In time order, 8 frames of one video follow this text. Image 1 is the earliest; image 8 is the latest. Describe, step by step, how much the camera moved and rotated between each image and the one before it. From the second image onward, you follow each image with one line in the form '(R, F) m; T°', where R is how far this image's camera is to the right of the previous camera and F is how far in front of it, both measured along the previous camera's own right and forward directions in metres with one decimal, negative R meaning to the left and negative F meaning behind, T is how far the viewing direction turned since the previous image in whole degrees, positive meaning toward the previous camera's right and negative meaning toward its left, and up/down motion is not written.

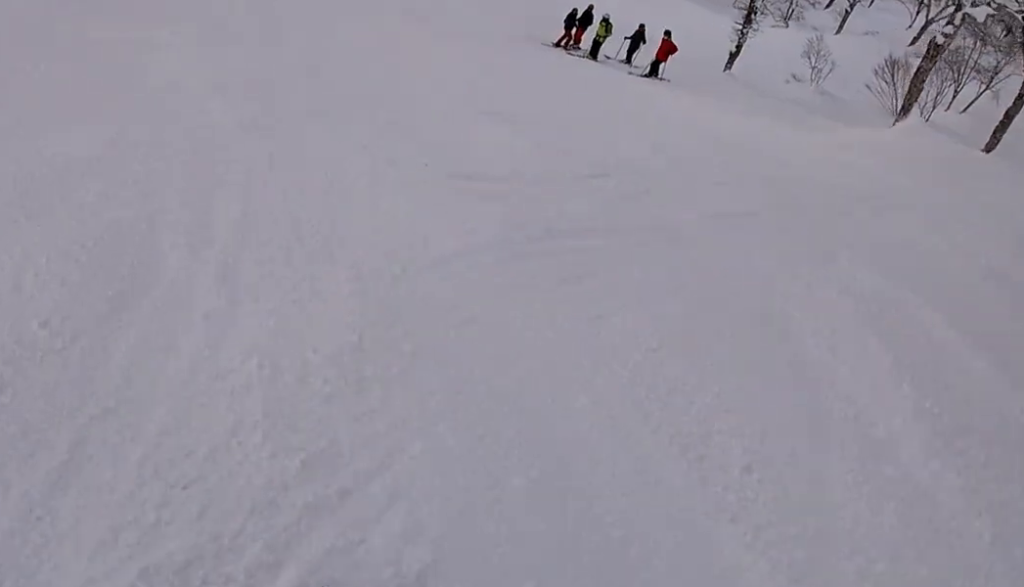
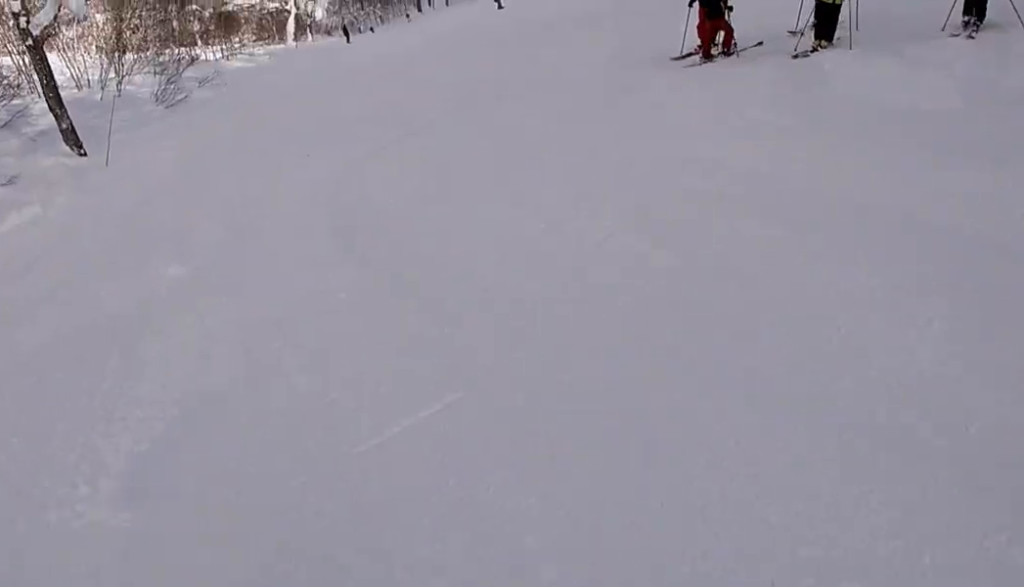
(-3.6, +12.8) m; -16°
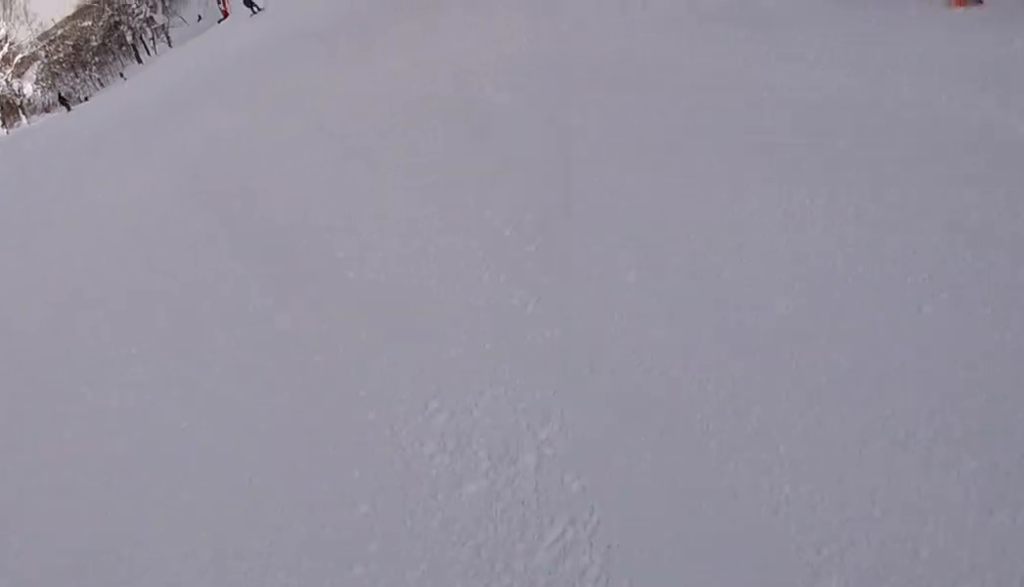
(+0.6, +9.3) m; +19°
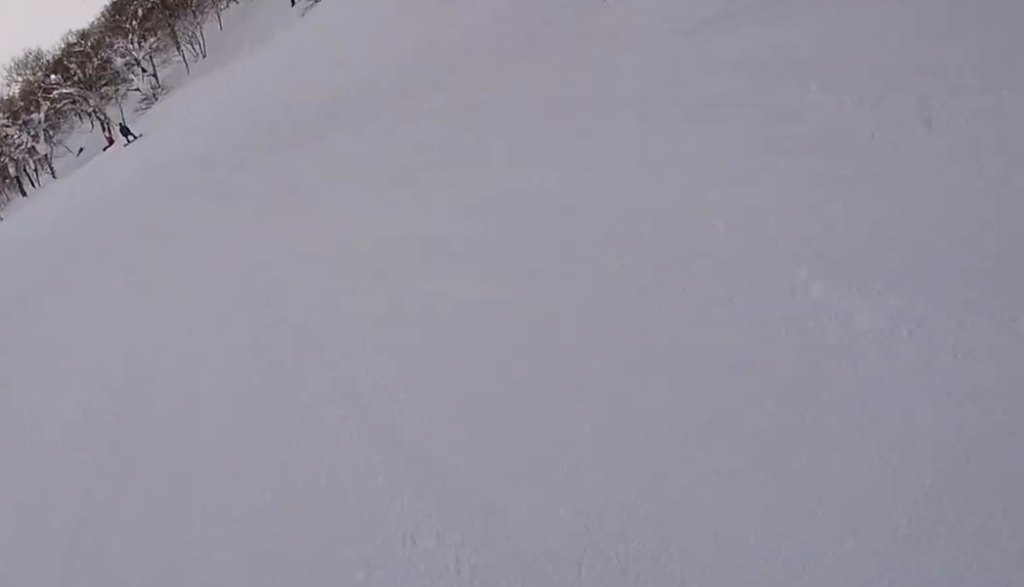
(+1.1, +4.4) m; +9°
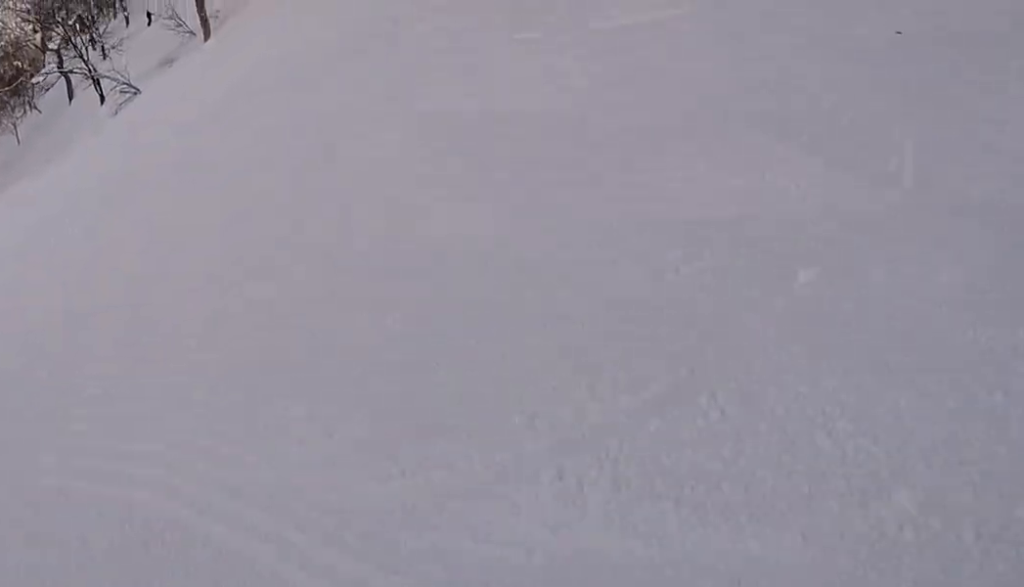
(+2.2, +13.5) m; +25°
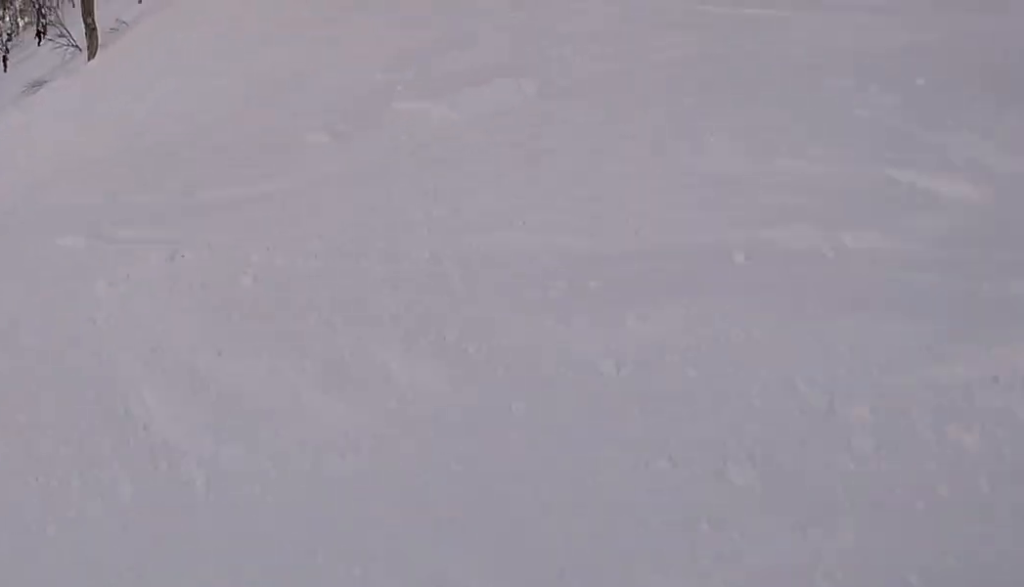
(+2.6, +9.5) m; +15°
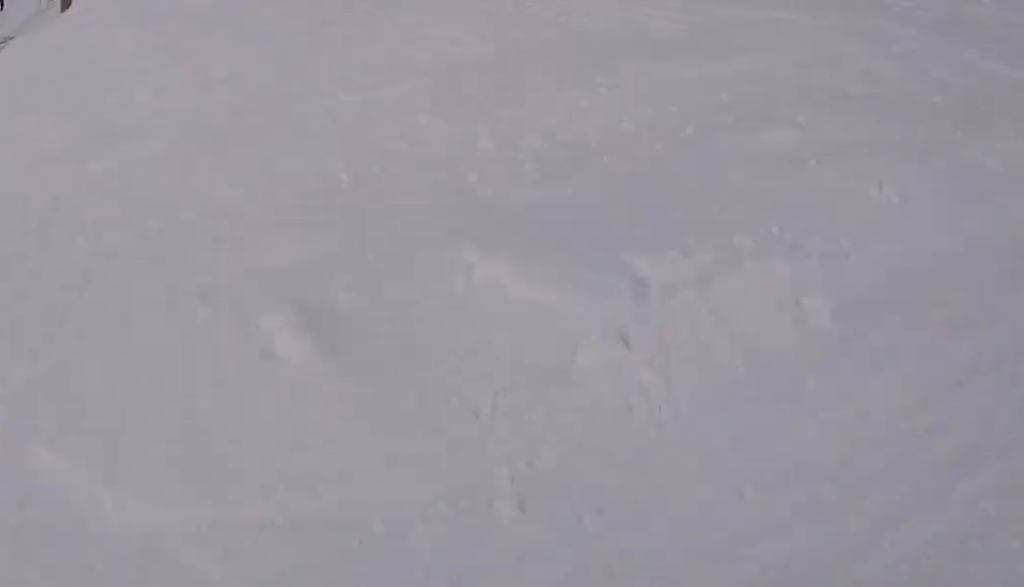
(0.0, +4.1) m; 0°
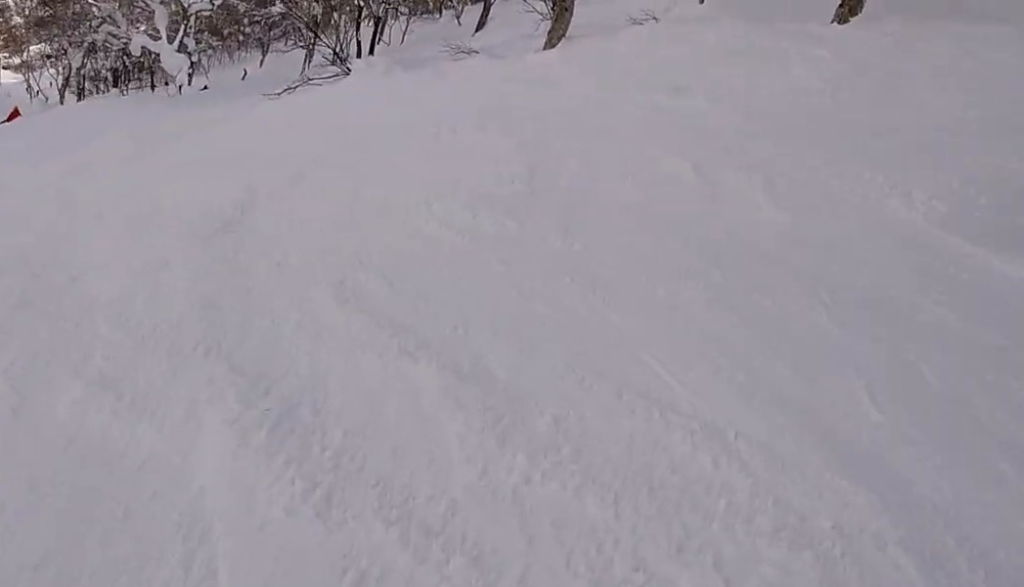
(0.0, +7.8) m; -6°
